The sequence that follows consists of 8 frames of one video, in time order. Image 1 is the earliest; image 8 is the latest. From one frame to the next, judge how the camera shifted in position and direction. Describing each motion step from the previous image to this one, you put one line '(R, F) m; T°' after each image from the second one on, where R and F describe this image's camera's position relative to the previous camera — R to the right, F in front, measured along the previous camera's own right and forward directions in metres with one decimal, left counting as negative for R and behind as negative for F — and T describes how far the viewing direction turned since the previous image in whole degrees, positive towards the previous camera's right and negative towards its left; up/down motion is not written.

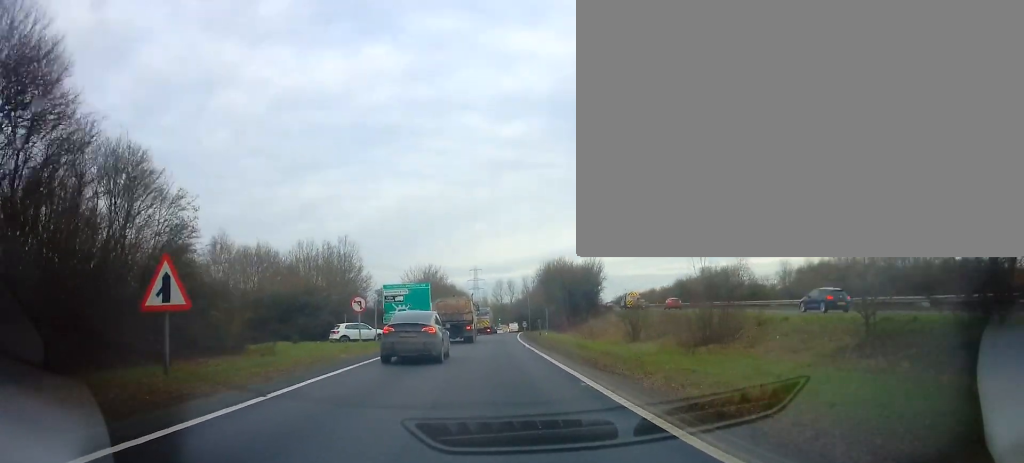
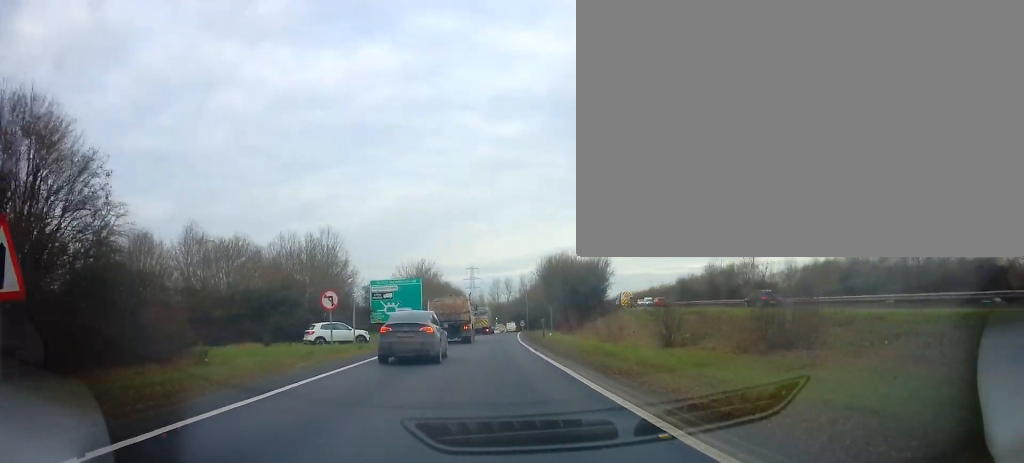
(+0.1, +4.9) m; 0°
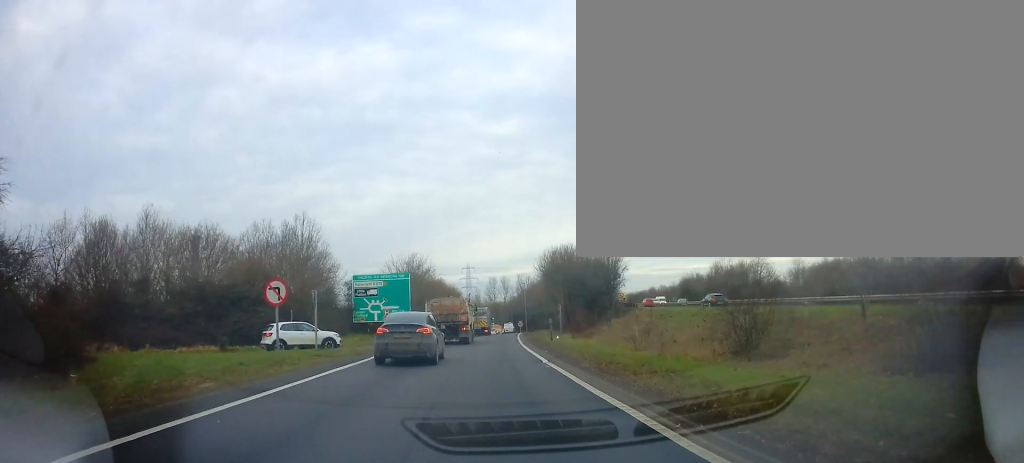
(0.0, +6.2) m; 0°
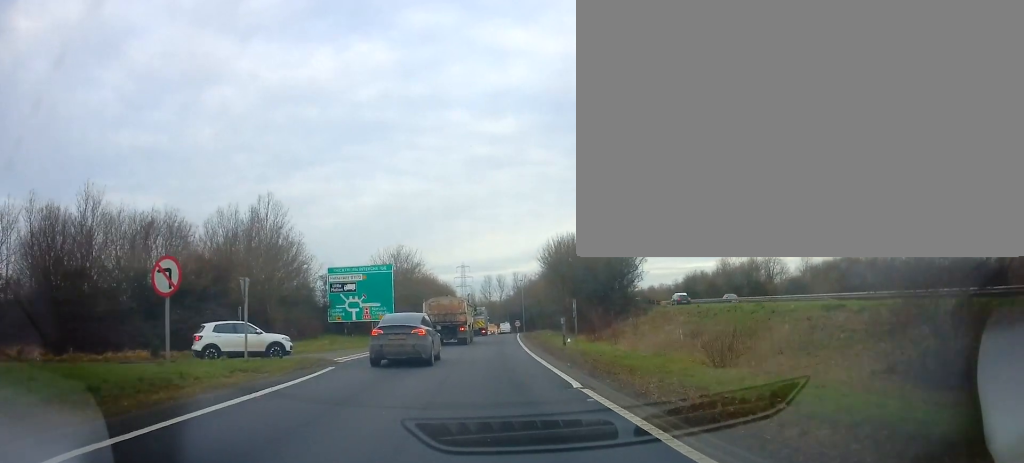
(-0.2, +6.7) m; +1°
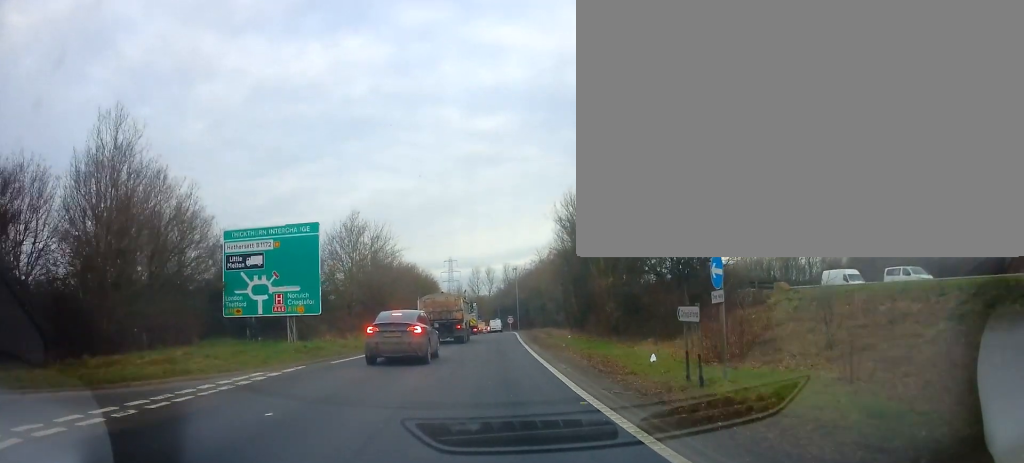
(+0.4, +16.3) m; +1°
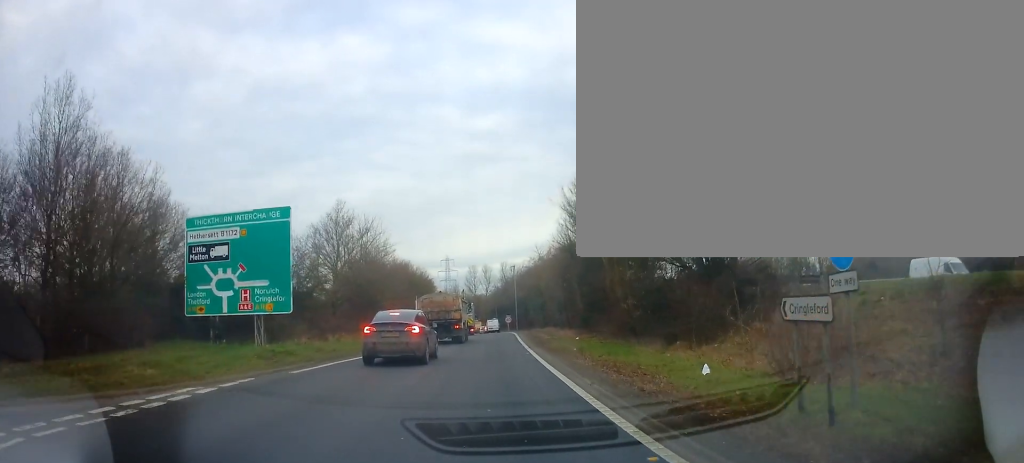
(0.0, +3.5) m; 0°
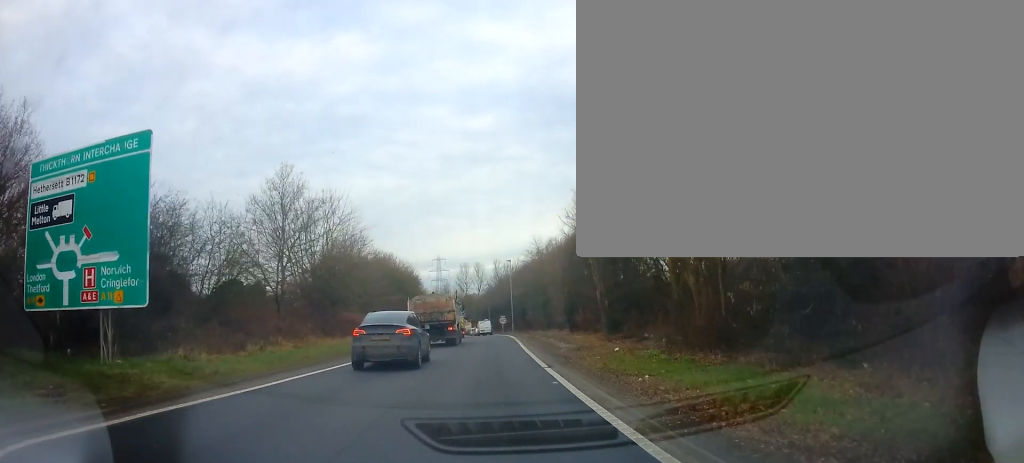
(+0.2, +9.8) m; 0°
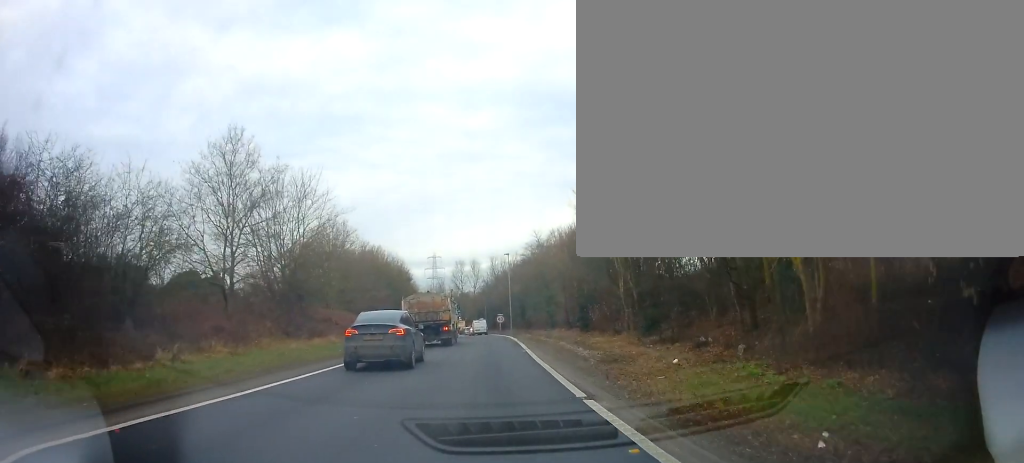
(-0.2, +6.1) m; -1°
